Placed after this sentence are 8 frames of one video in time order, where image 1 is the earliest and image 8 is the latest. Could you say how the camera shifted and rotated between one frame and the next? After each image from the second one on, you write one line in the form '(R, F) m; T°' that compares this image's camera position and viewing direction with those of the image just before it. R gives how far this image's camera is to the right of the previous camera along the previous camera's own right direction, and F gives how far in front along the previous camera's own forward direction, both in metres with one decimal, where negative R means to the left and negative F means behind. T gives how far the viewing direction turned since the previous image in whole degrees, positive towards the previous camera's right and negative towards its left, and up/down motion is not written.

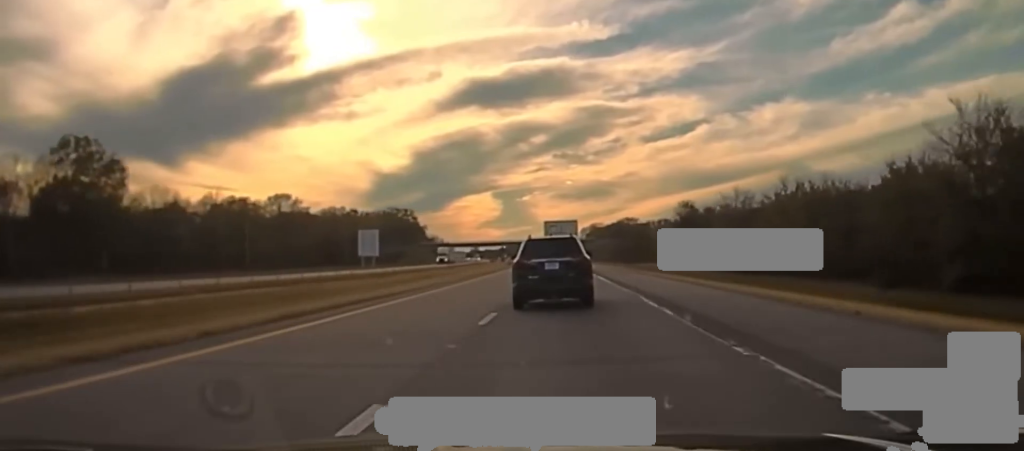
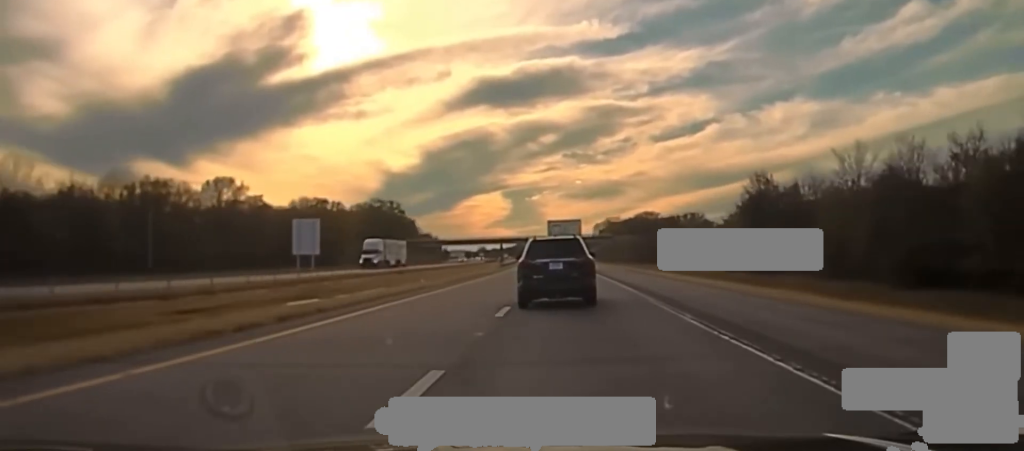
(-0.3, +49.4) m; -1°
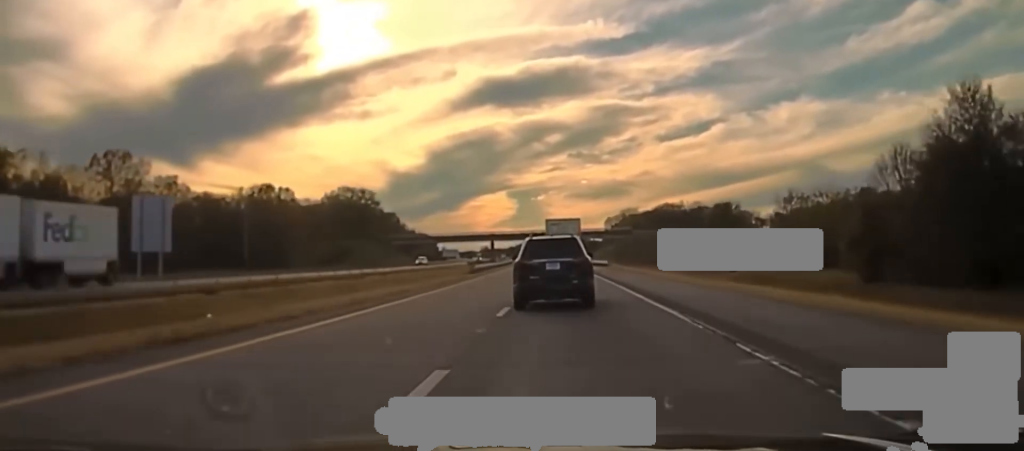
(-0.3, +48.8) m; -1°
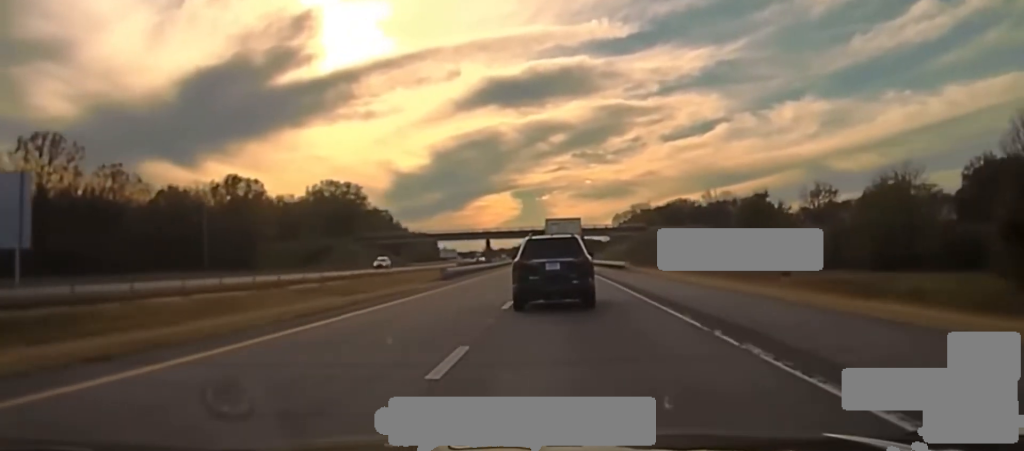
(0.0, +20.2) m; 0°
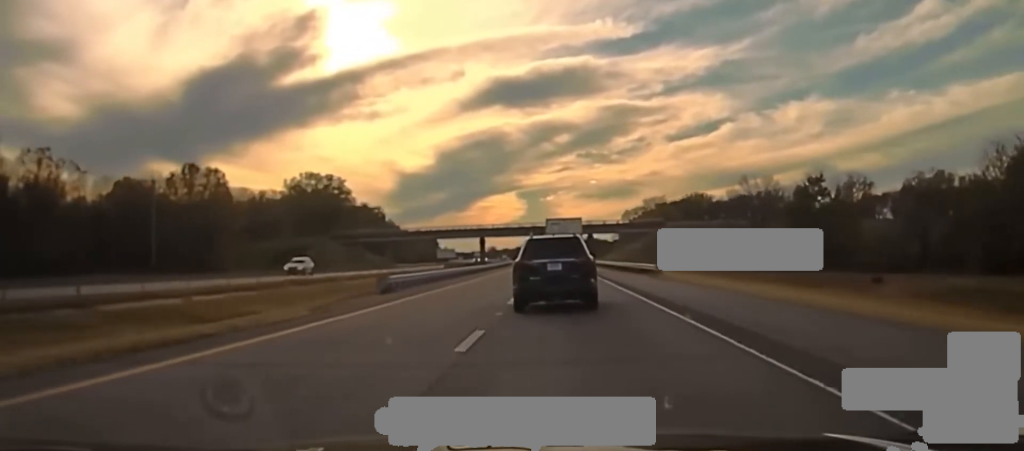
(0.0, +20.5) m; 0°
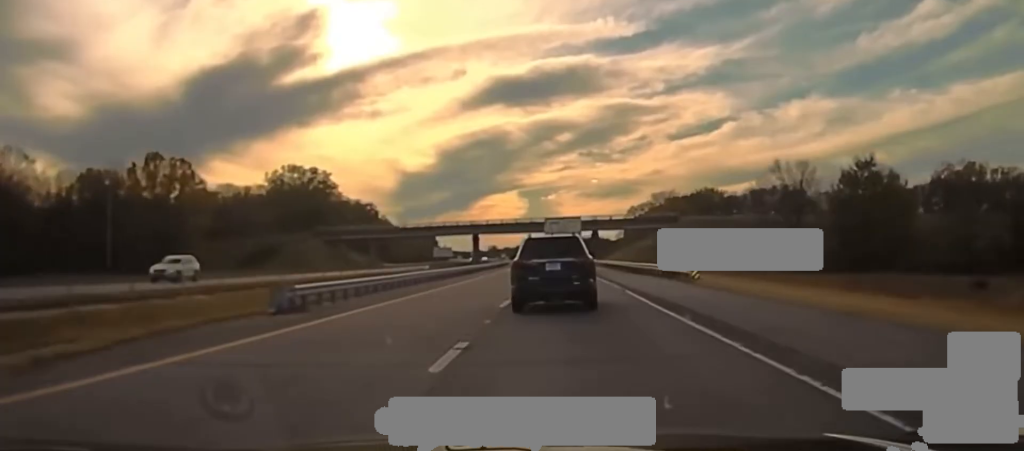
(-0.1, +13.7) m; 0°
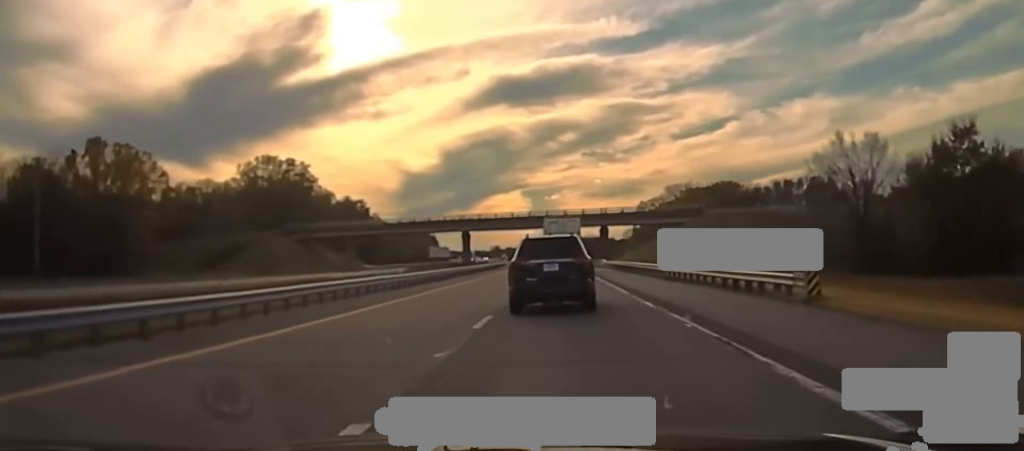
(0.0, +18.2) m; 0°
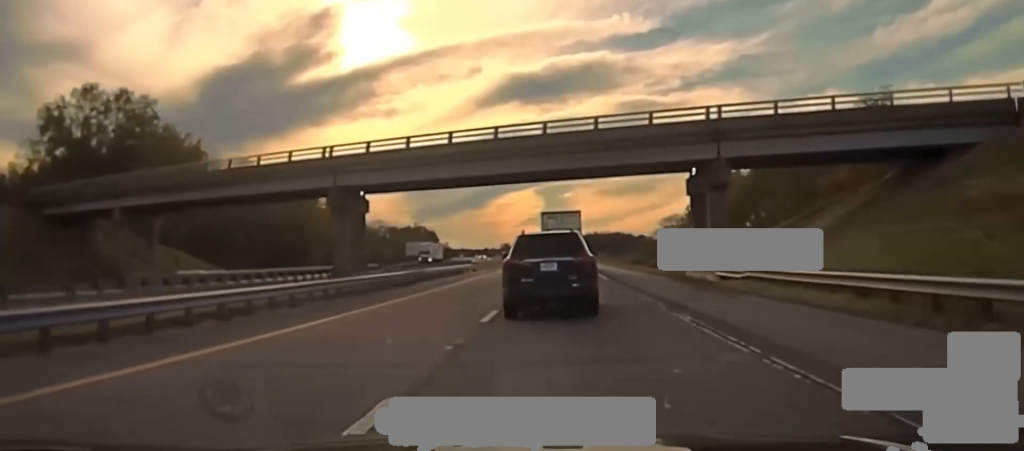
(-0.7, +72.8) m; -1°
